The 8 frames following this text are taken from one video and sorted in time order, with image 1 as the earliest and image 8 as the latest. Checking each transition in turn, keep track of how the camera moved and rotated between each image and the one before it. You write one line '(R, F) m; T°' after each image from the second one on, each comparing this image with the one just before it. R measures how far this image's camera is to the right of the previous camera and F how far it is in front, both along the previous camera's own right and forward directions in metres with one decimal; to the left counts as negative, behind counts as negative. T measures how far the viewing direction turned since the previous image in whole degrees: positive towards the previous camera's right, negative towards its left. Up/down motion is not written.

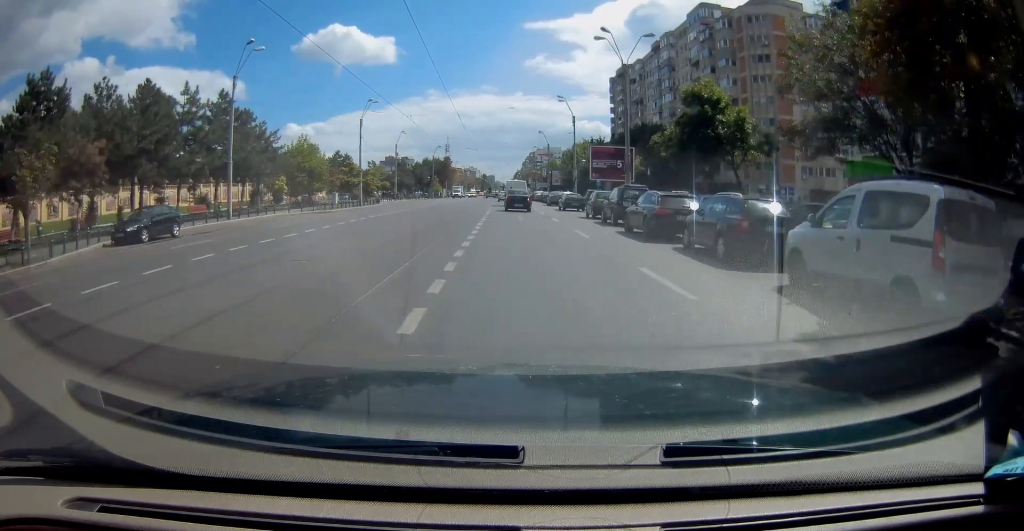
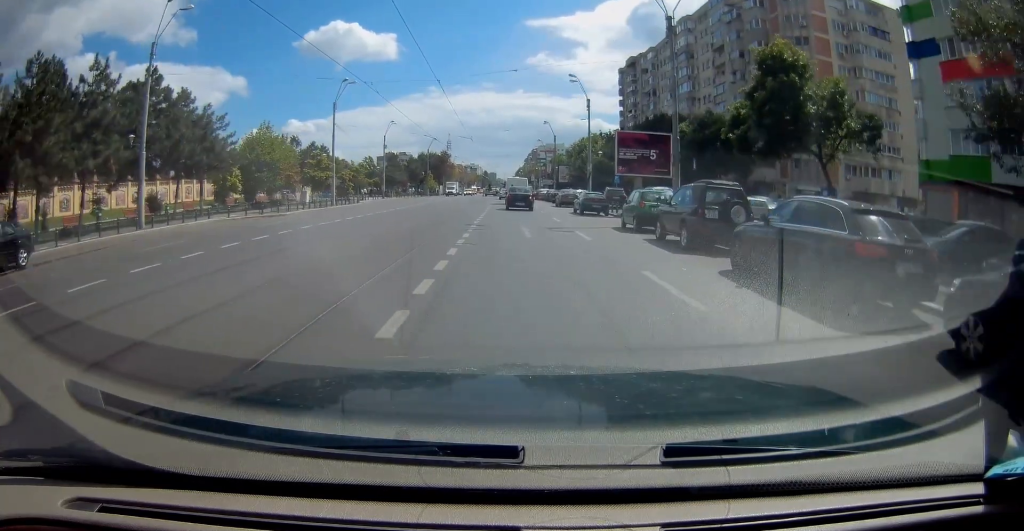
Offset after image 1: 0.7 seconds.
(-0.2, +10.0) m; +1°
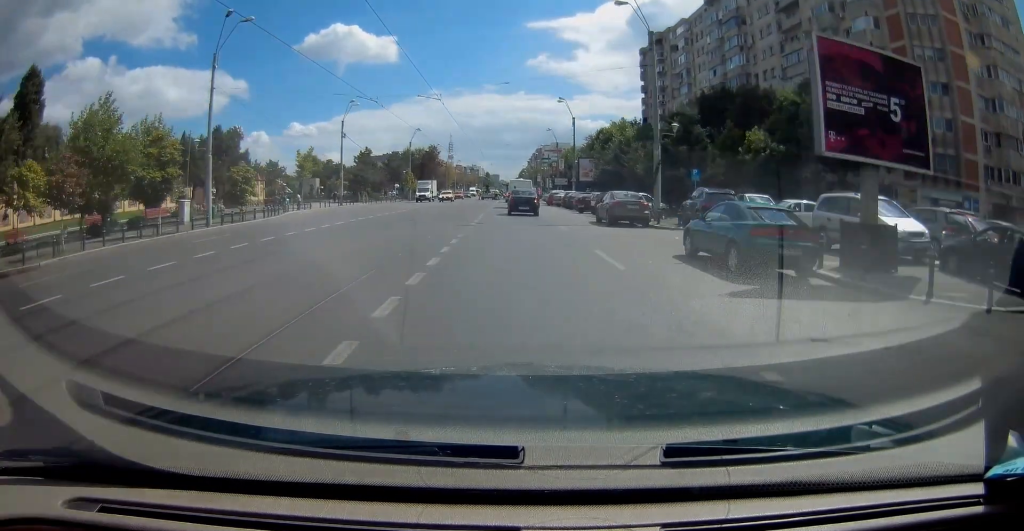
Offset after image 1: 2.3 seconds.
(+0.4, +22.9) m; +1°
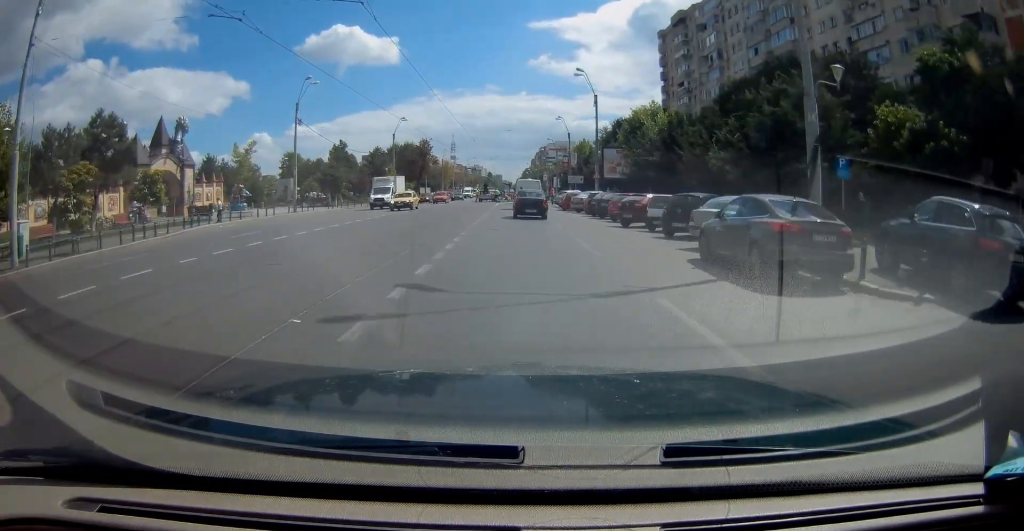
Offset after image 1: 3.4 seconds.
(-0.2, +14.9) m; -1°
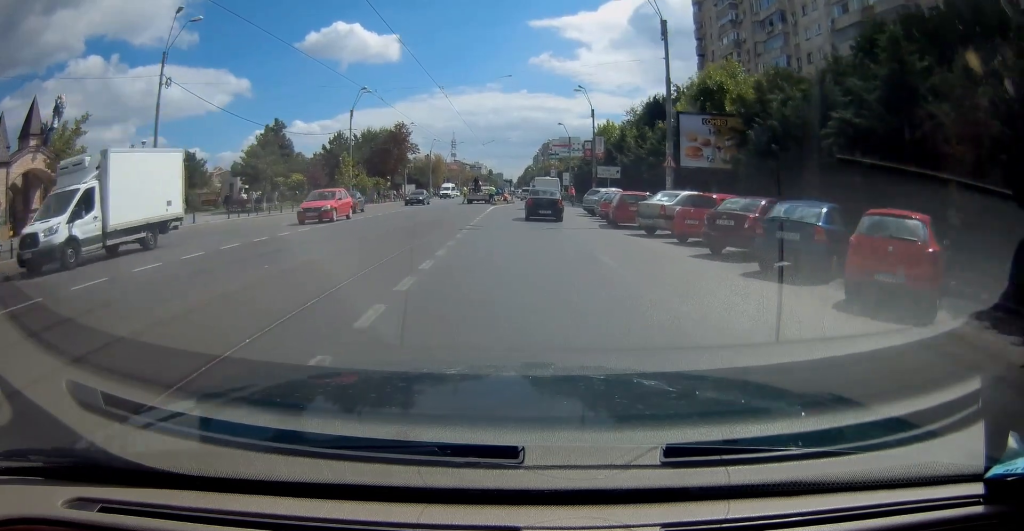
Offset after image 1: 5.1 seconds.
(+0.2, +21.8) m; +1°
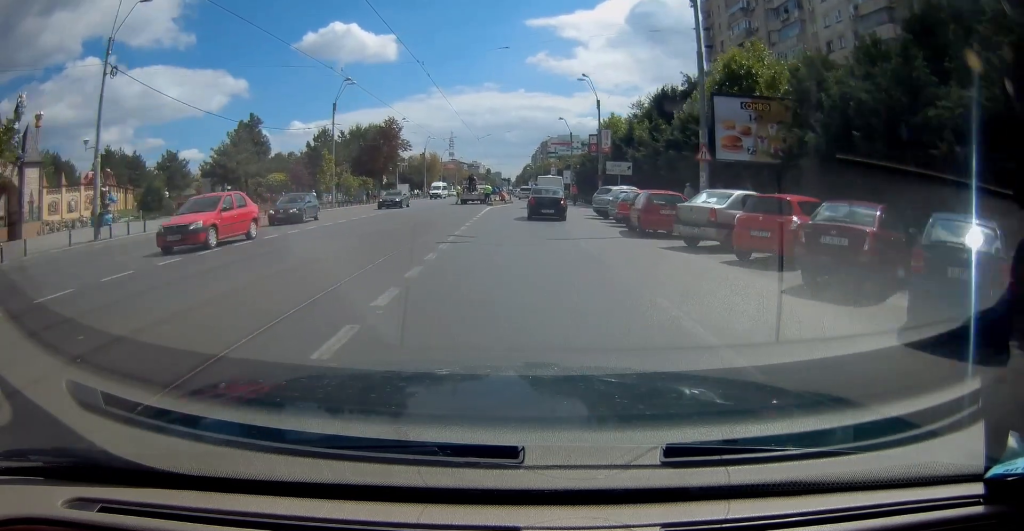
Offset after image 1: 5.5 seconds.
(0.0, +5.0) m; 0°
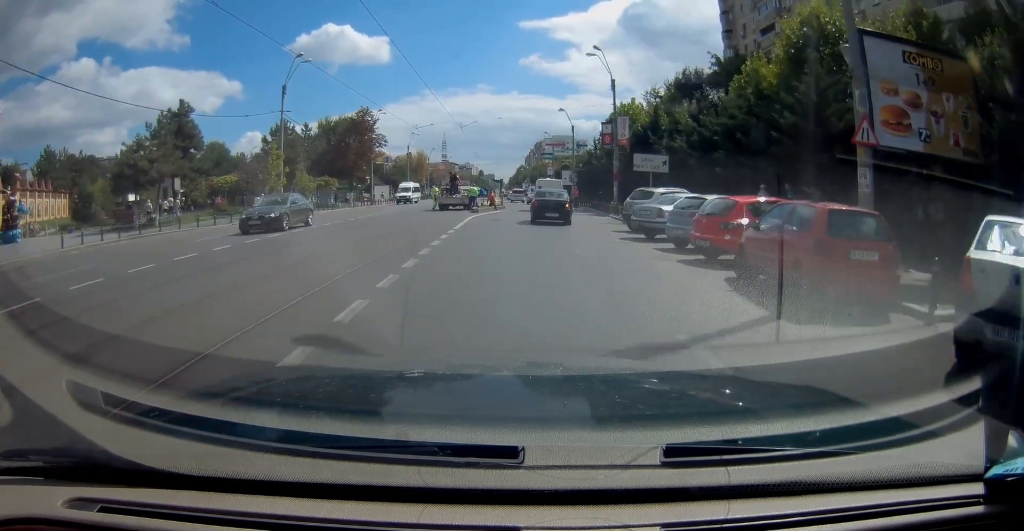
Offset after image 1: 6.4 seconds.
(0.0, +10.6) m; -1°
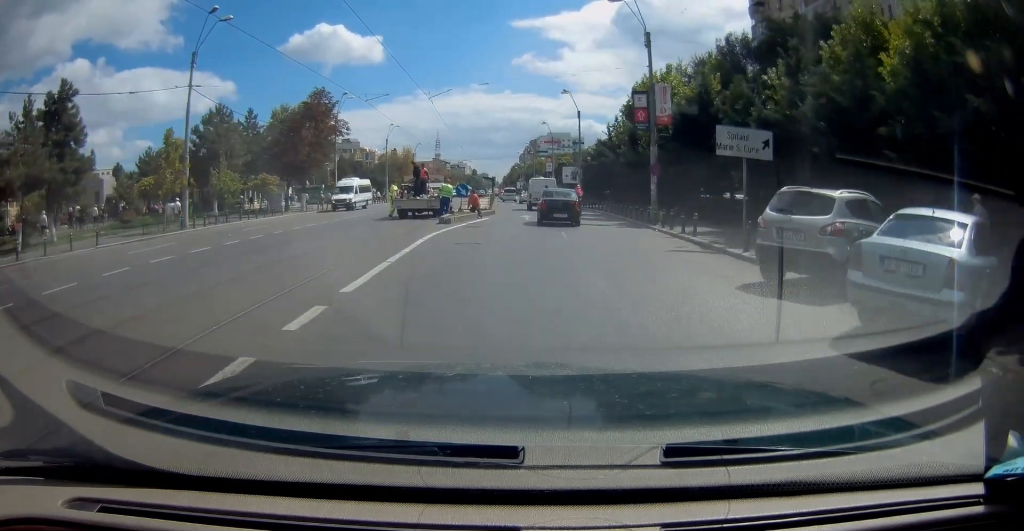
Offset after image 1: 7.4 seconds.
(-0.1, +12.1) m; +1°
